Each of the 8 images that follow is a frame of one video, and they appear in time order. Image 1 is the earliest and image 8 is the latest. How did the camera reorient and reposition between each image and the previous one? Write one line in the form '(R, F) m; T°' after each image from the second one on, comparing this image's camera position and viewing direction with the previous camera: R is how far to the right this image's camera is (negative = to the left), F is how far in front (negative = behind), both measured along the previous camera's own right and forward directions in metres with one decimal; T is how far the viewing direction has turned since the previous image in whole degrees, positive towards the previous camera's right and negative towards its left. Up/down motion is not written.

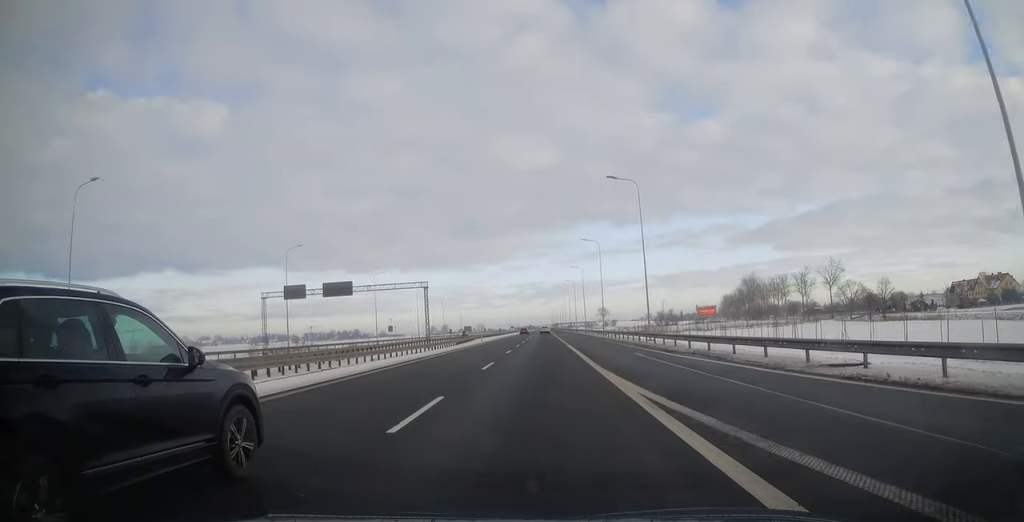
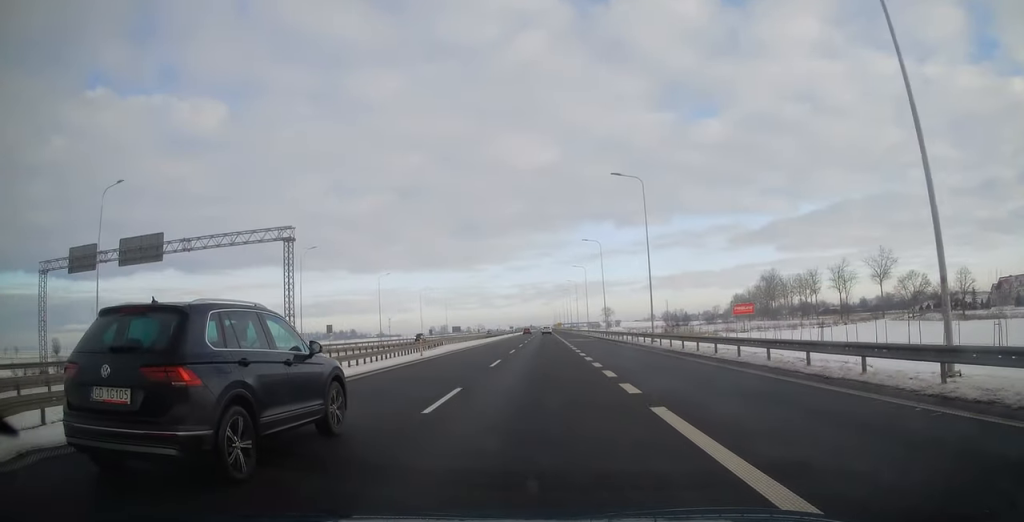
(+0.3, +33.8) m; 0°
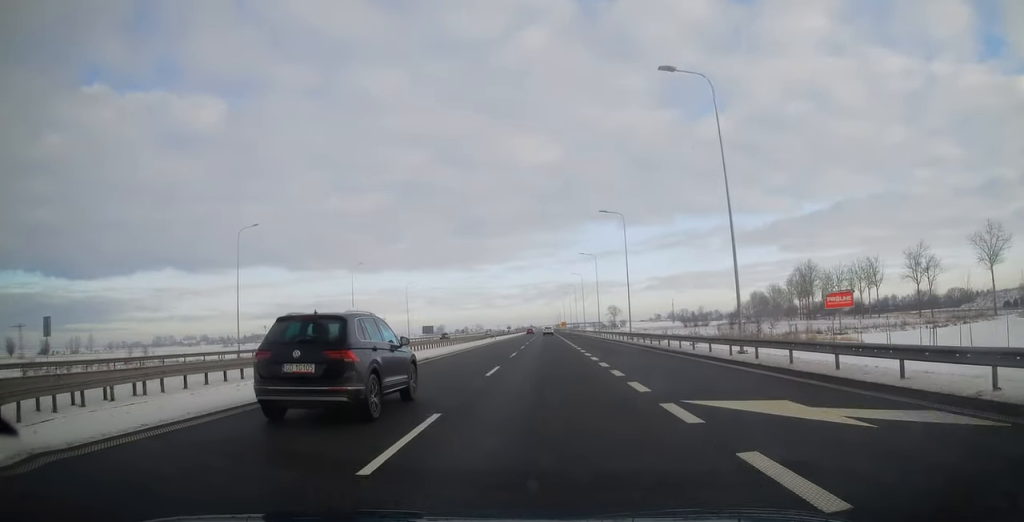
(-0.4, +51.8) m; -1°
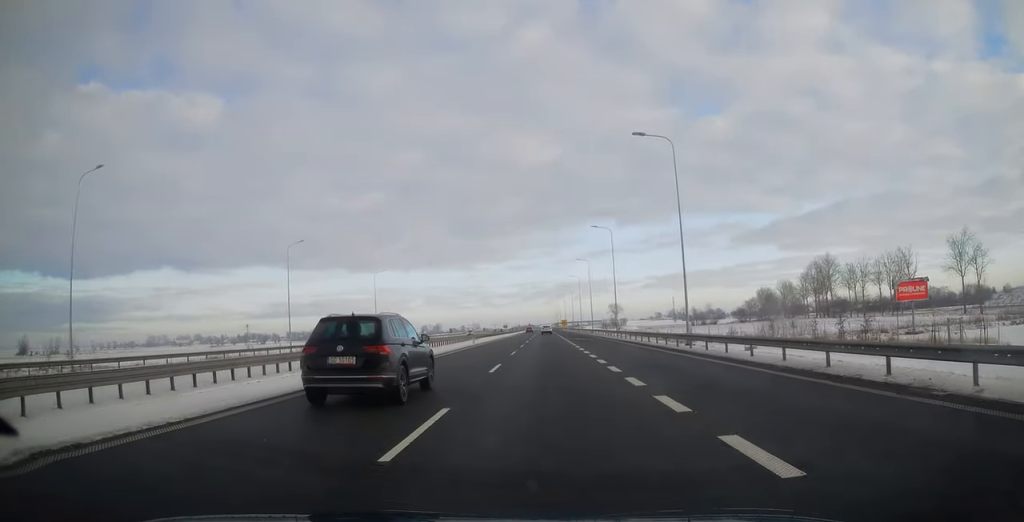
(0.0, +23.3) m; 0°
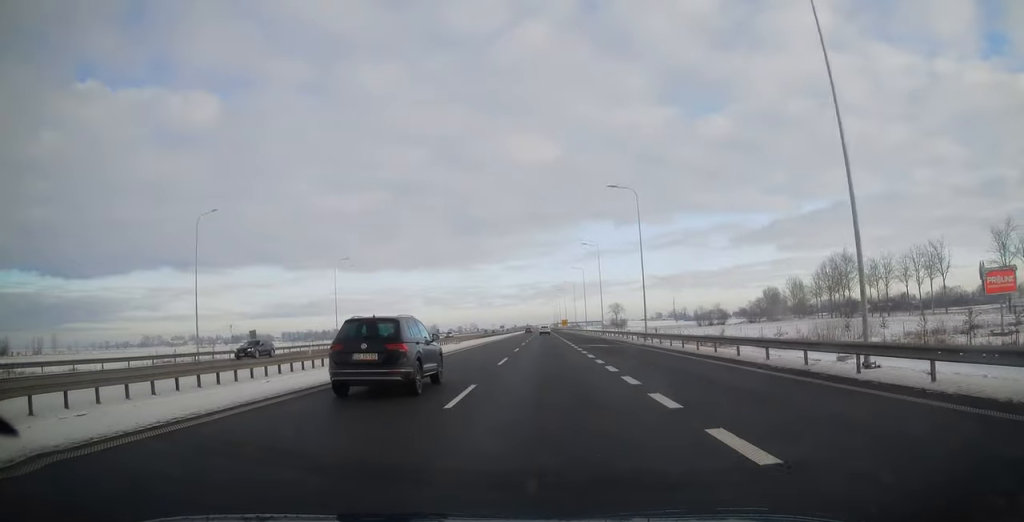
(0.0, +19.6) m; 0°
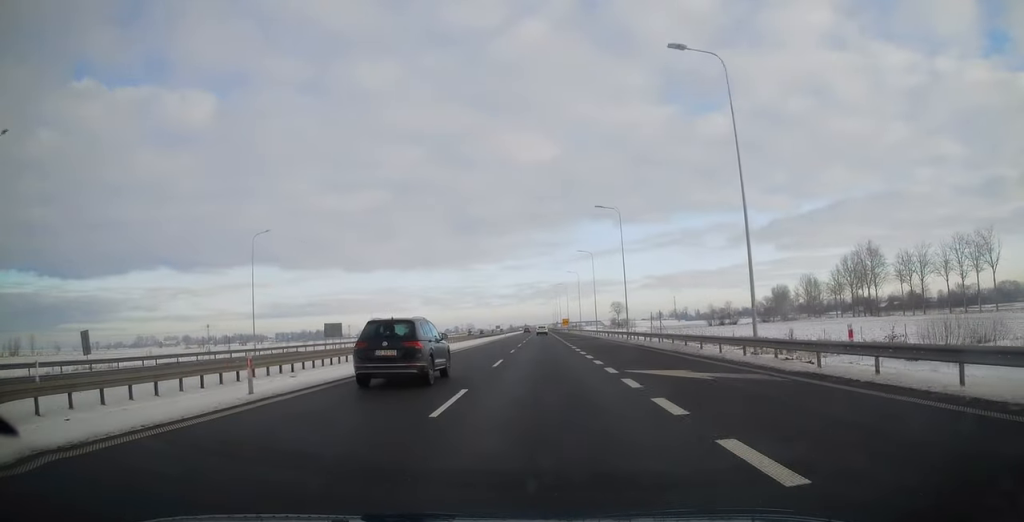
(+0.1, +24.9) m; 0°
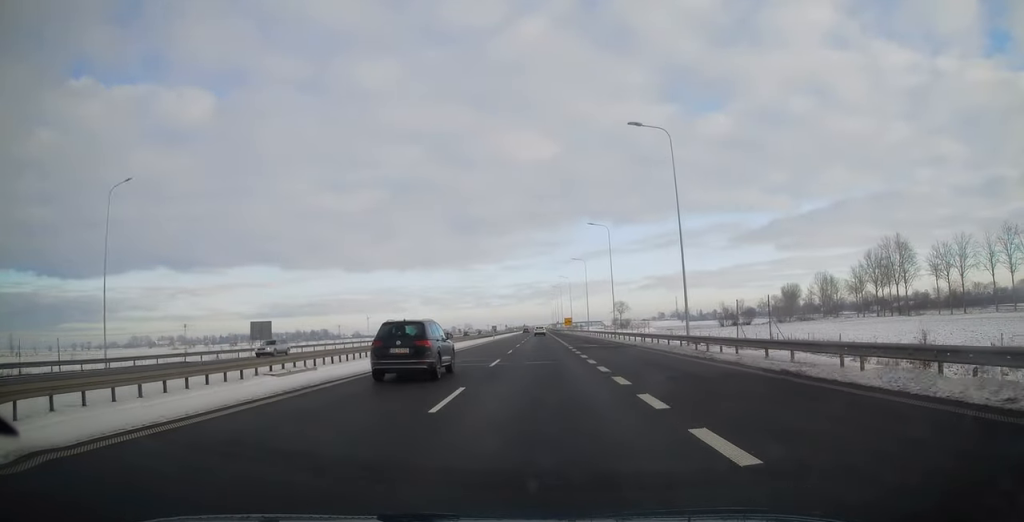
(+0.2, +23.3) m; 0°
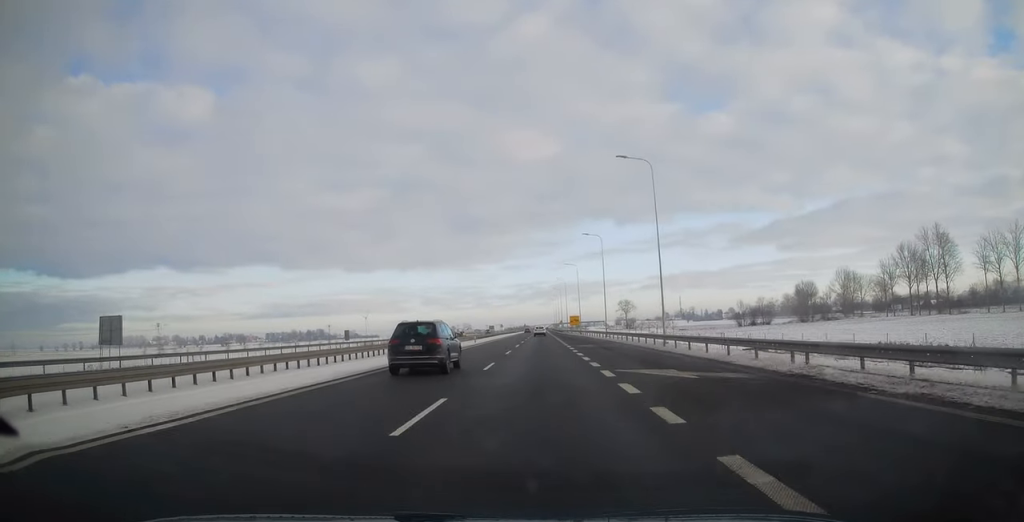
(-0.4, +25.9) m; 0°
